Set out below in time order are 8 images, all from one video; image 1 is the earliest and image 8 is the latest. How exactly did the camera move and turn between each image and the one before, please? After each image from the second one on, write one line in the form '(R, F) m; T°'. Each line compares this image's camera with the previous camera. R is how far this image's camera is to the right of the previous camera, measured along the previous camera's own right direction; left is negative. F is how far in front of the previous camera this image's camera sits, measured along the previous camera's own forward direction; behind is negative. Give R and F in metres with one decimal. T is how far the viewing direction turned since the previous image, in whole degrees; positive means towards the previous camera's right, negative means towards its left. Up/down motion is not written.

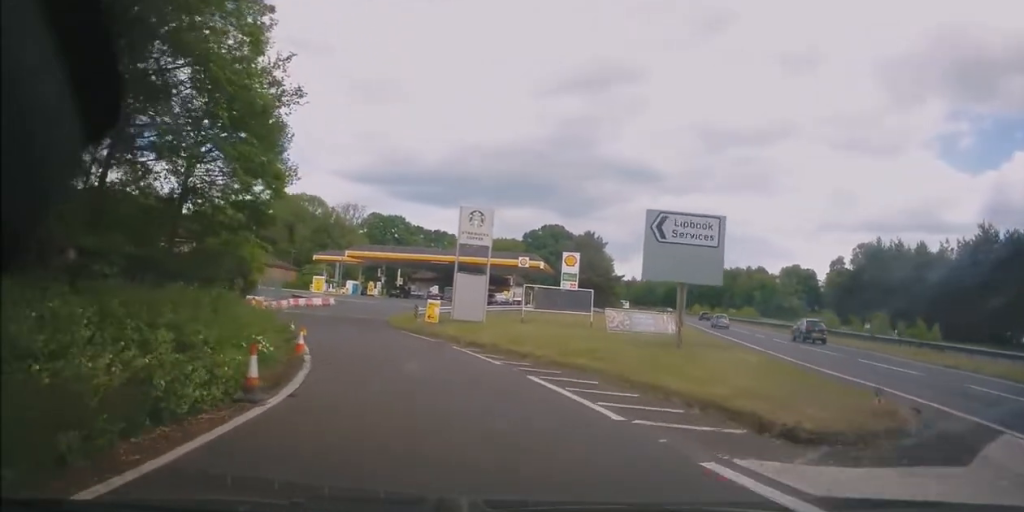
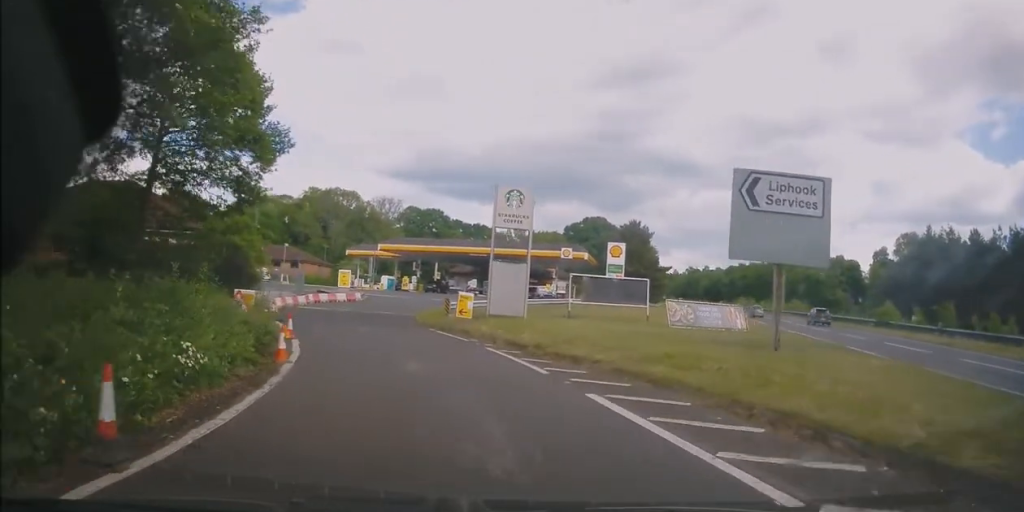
(-0.1, +4.2) m; -4°
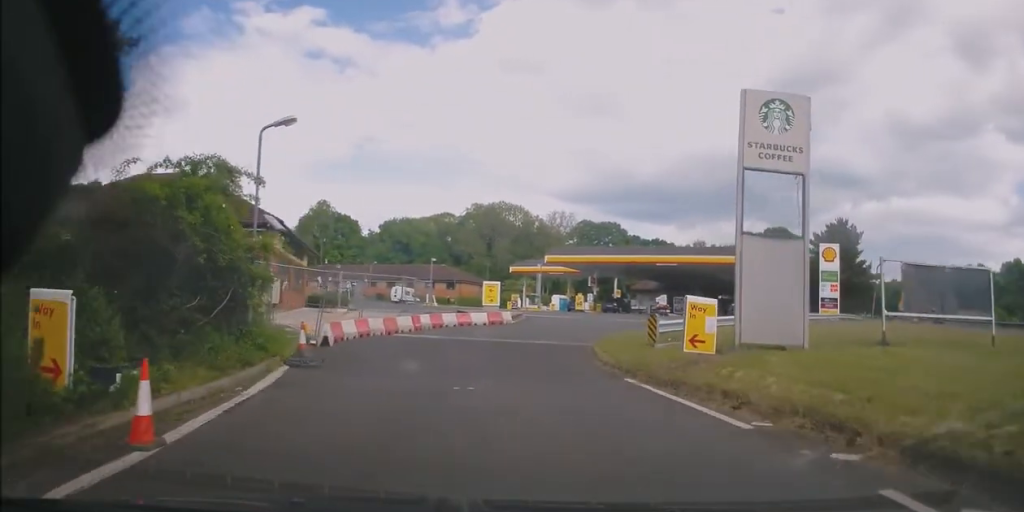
(-1.6, +13.8) m; -11°
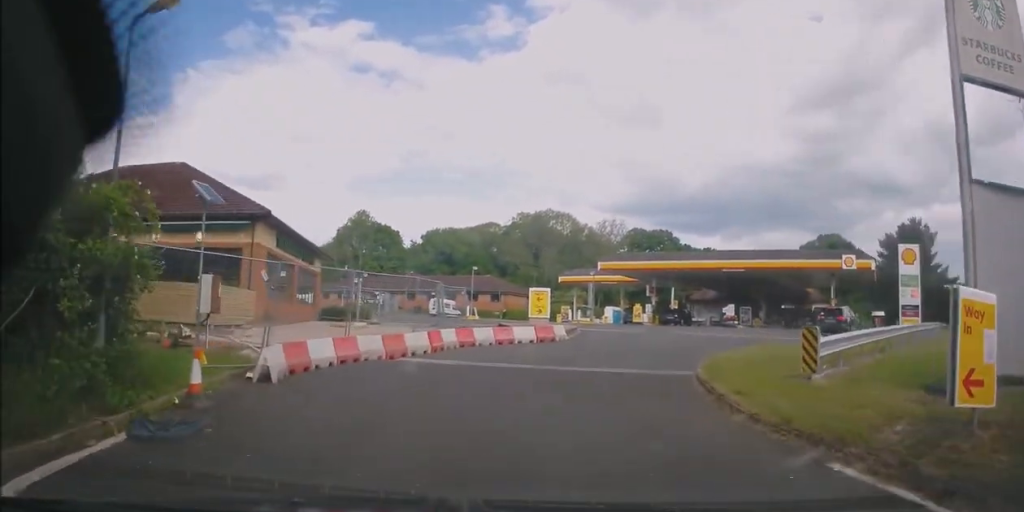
(-0.1, +6.2) m; +1°
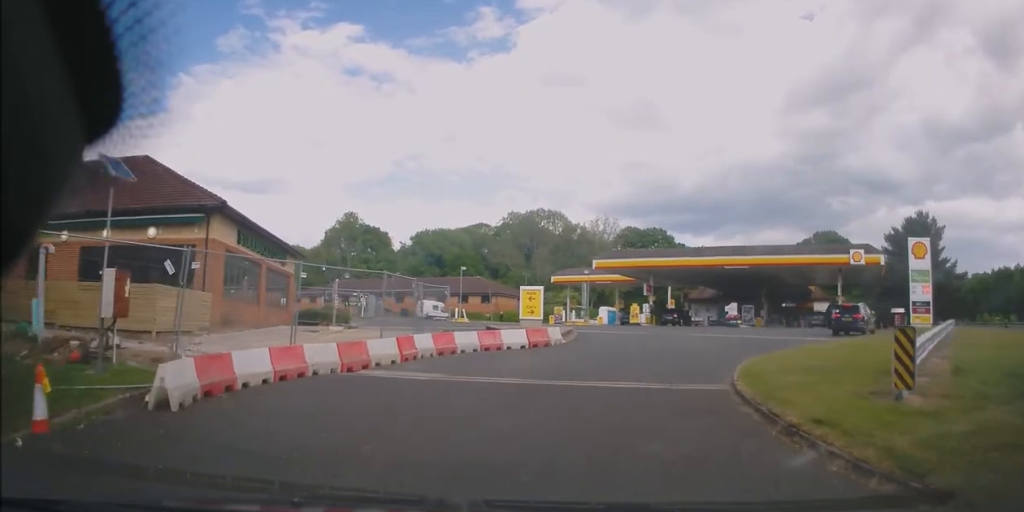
(+0.1, +2.7) m; +2°
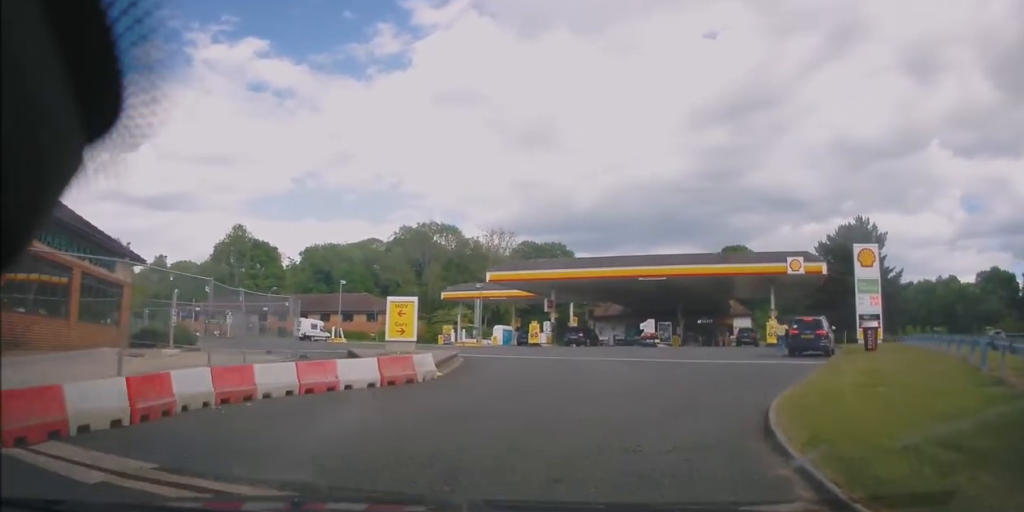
(+0.3, +5.8) m; +9°
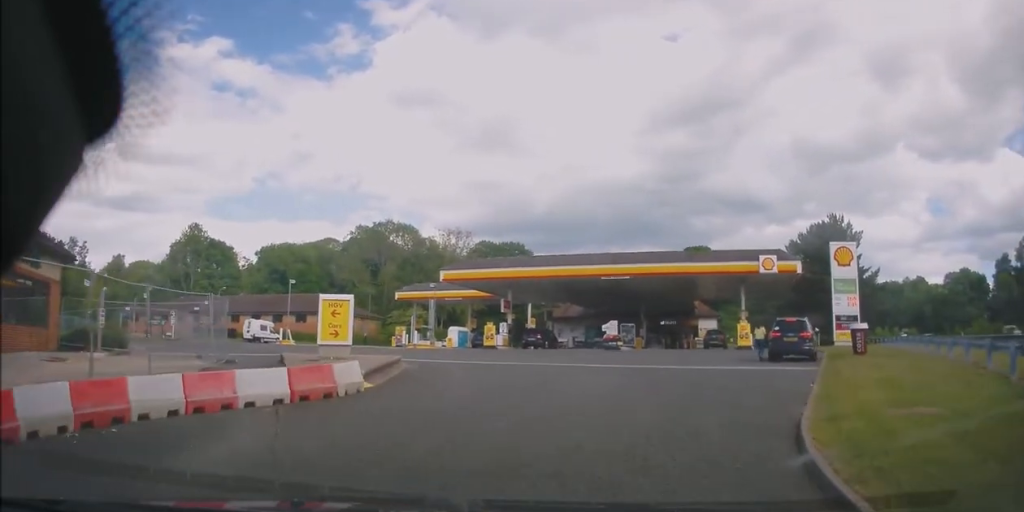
(+0.2, +2.3) m; +4°
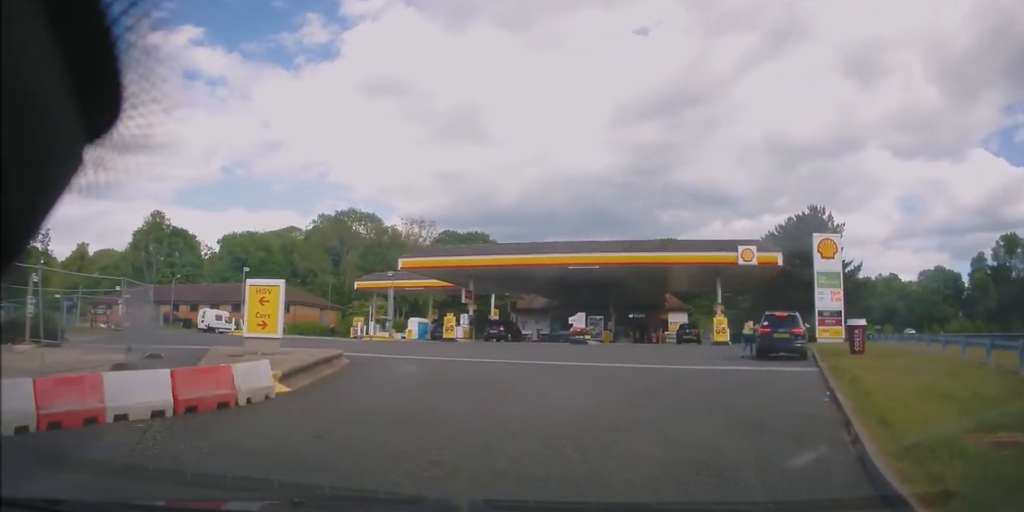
(0.0, +2.4) m; 0°
